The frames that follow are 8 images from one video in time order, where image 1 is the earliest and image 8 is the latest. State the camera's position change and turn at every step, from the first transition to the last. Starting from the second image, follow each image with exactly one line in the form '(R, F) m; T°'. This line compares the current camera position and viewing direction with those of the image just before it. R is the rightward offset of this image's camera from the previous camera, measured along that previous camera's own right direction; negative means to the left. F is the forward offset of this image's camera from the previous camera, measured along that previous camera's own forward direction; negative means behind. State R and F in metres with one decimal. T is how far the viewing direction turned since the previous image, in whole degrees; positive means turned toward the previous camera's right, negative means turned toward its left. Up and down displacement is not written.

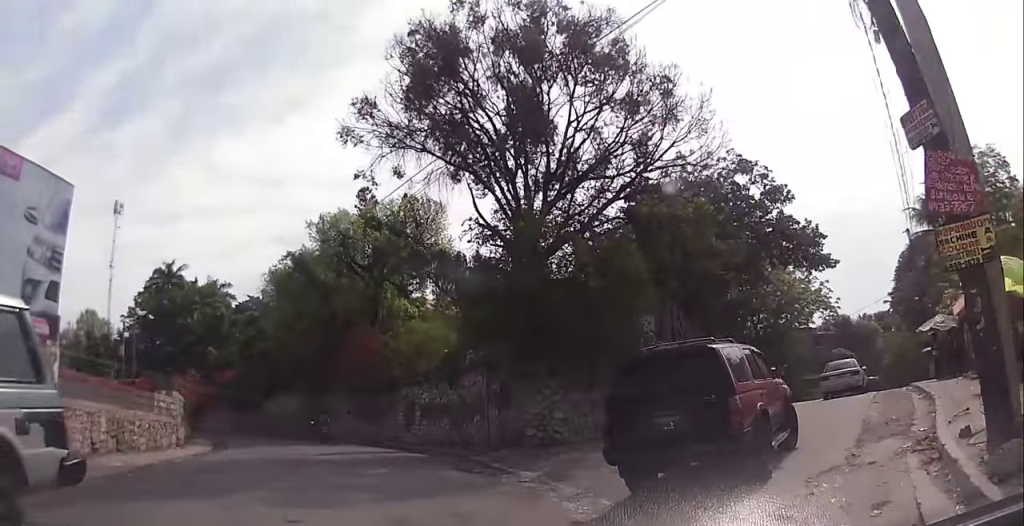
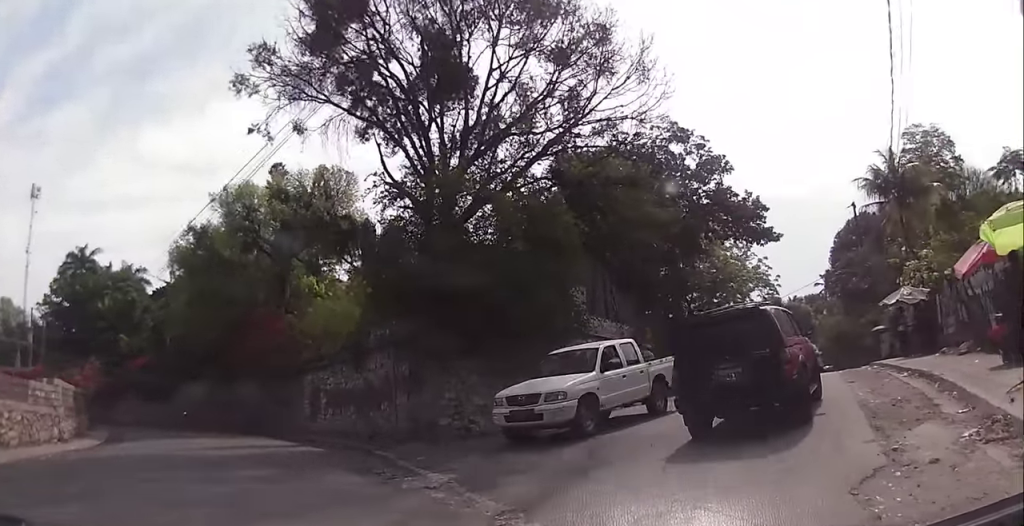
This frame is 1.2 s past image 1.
(-0.6, +3.0) m; +2°
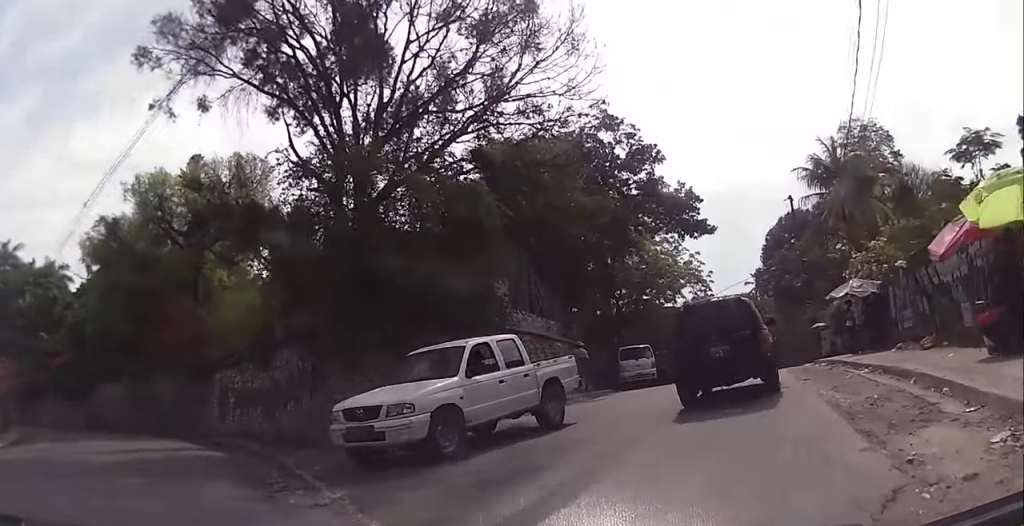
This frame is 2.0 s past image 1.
(+0.5, +1.9) m; +10°
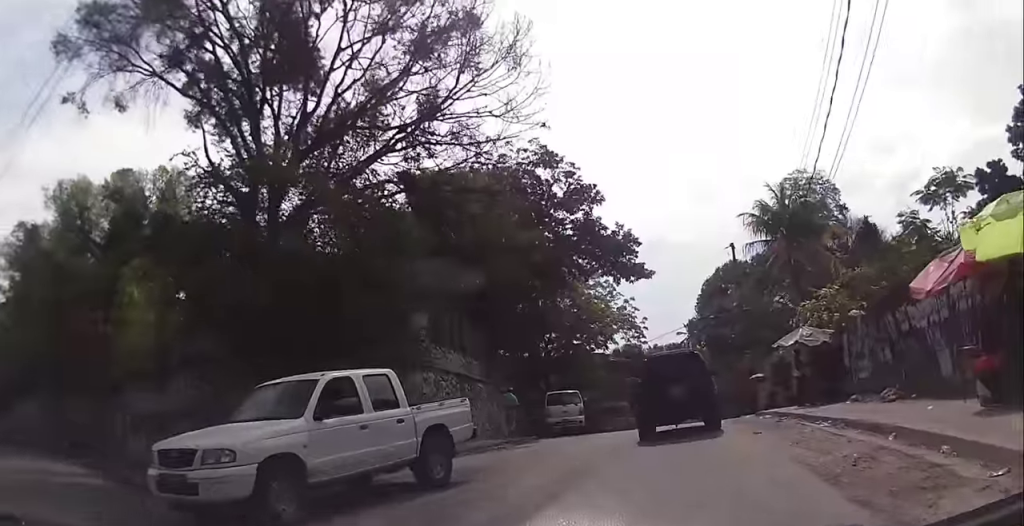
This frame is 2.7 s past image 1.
(-0.3, +1.8) m; +1°
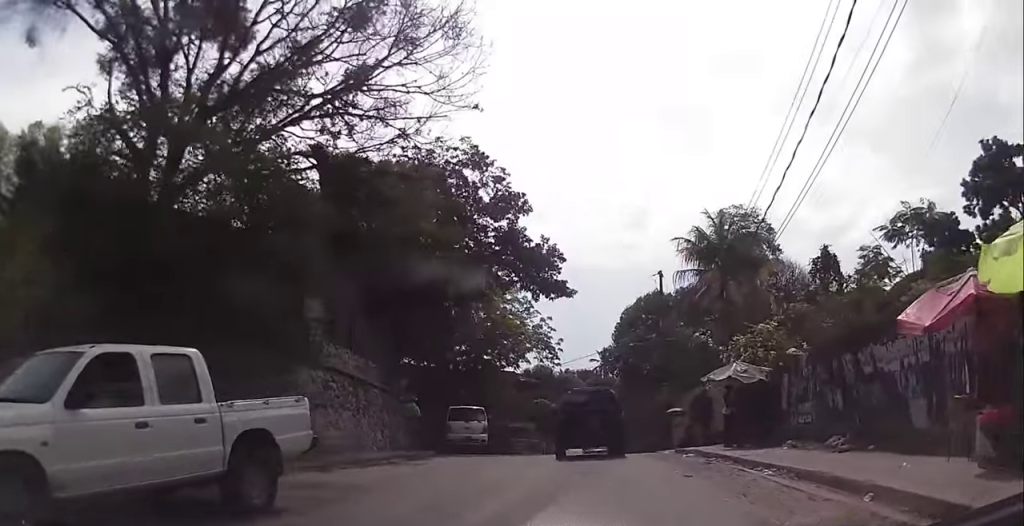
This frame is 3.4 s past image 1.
(+0.2, +2.0) m; +5°
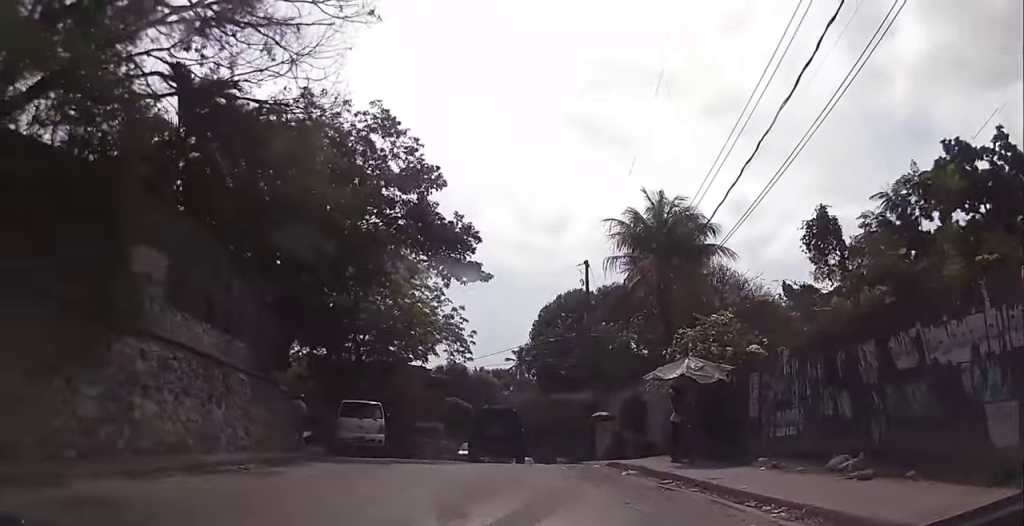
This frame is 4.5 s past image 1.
(+0.3, +3.9) m; +10°
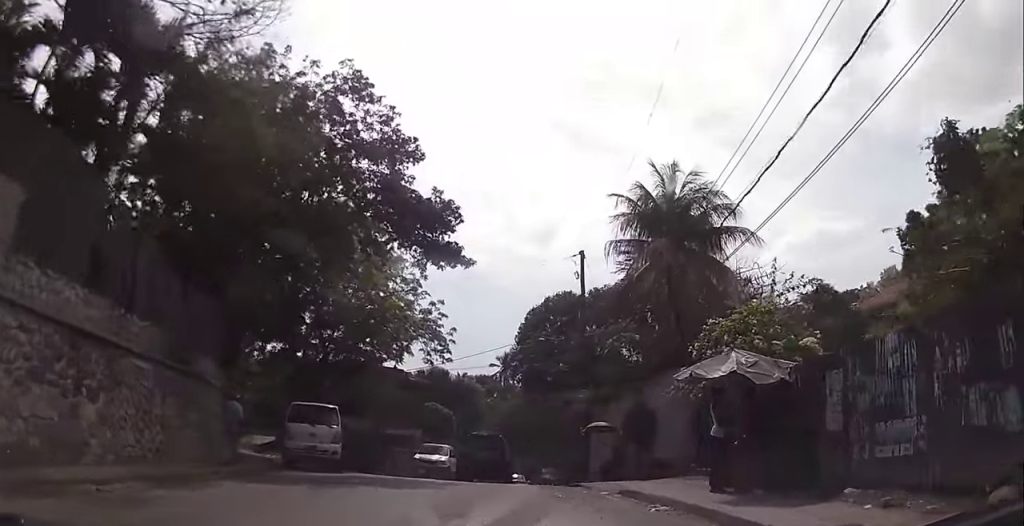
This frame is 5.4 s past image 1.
(+0.3, +3.8) m; +5°
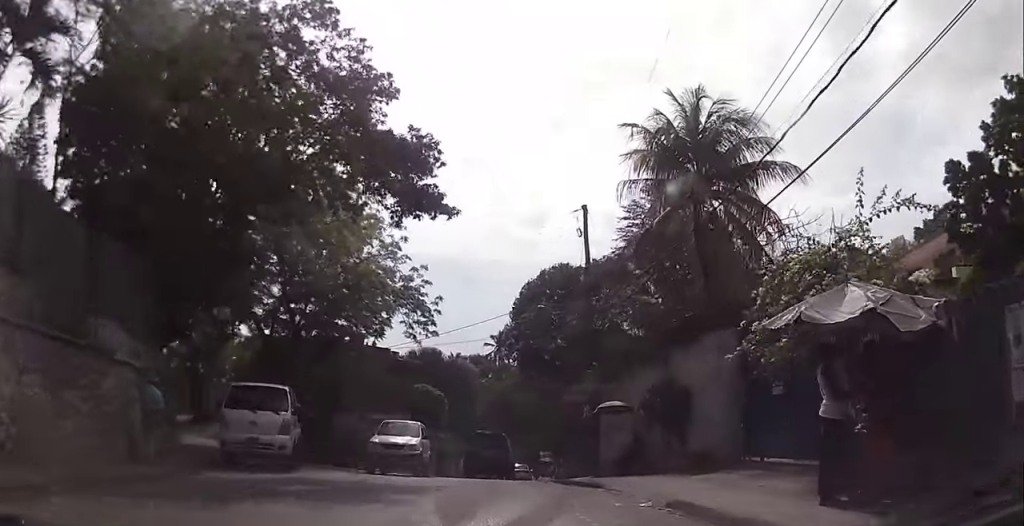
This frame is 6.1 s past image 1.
(+0.2, +3.8) m; +3°
